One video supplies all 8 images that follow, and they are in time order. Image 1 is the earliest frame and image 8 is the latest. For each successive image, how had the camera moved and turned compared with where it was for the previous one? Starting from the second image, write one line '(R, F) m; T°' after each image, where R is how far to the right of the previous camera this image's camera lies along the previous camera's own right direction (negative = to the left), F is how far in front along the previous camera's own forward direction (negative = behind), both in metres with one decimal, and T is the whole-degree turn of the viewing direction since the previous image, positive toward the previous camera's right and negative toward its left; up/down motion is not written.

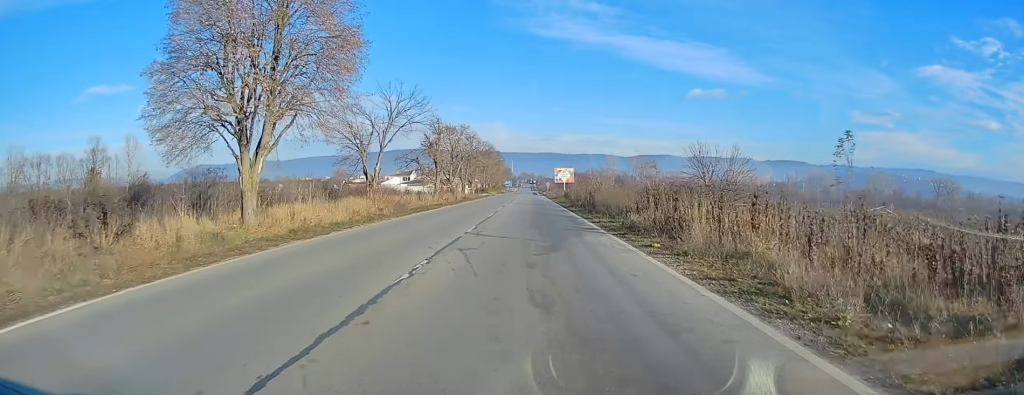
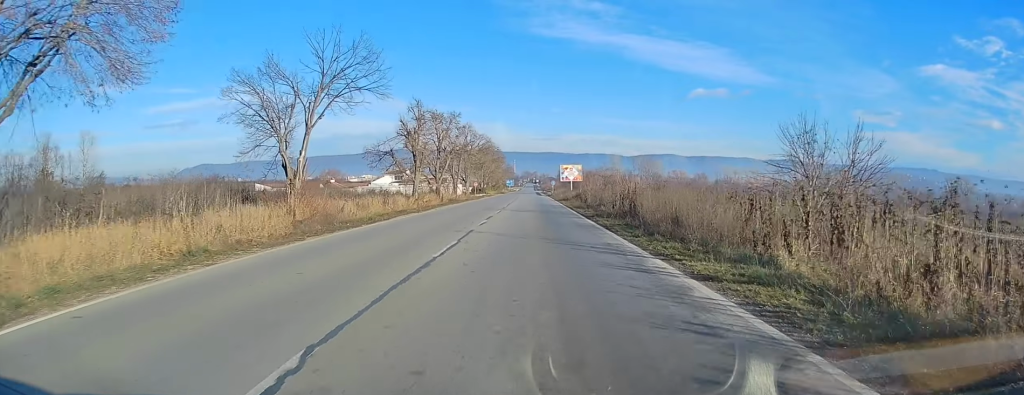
(0.0, +15.3) m; 0°
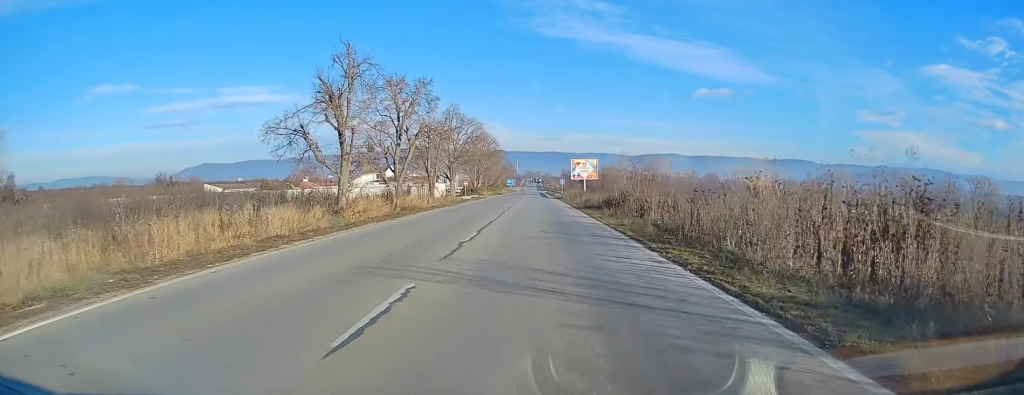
(-0.1, +24.4) m; 0°
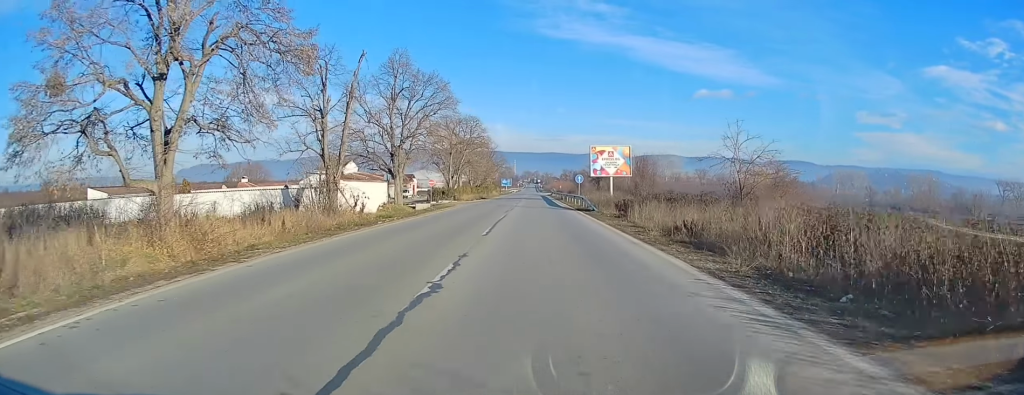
(+0.1, +34.1) m; 0°
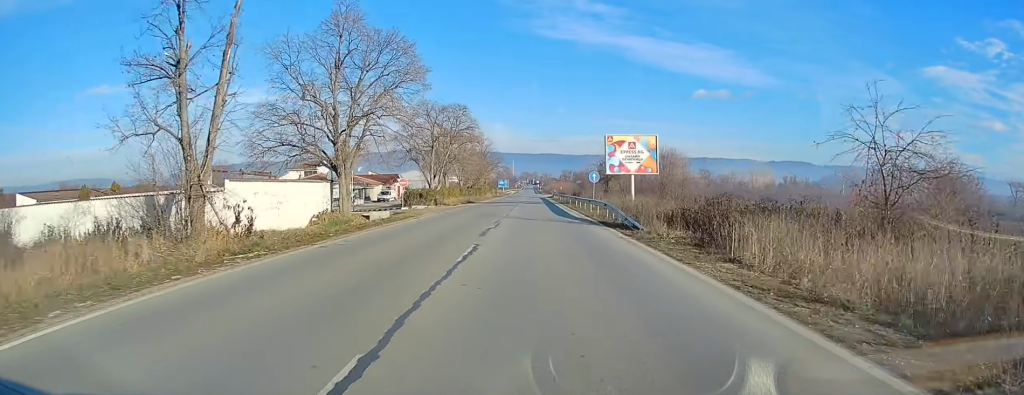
(+0.1, +14.4) m; 0°
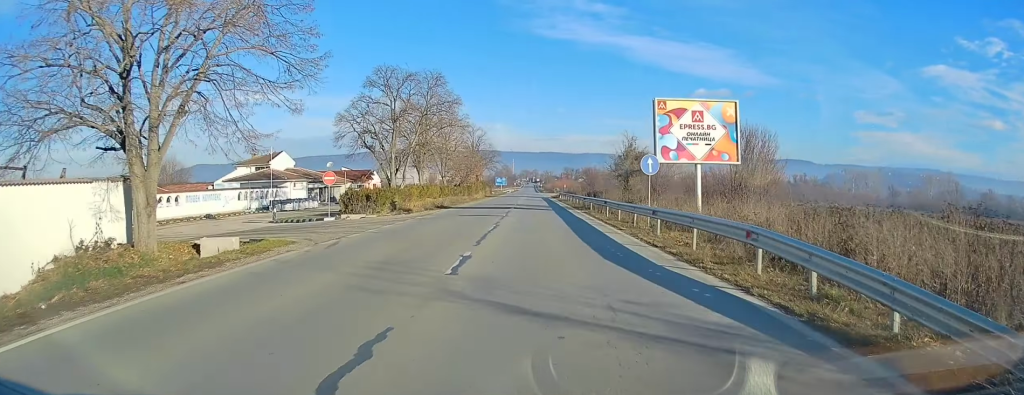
(-0.2, +19.8) m; 0°
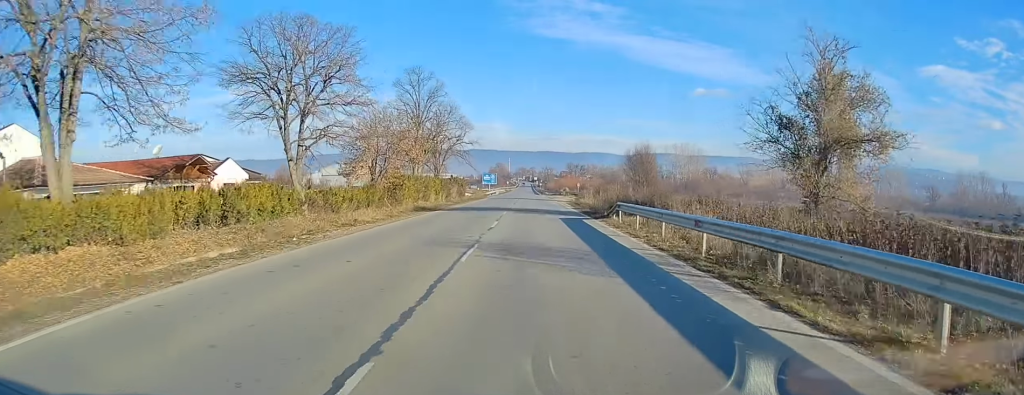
(+0.4, +52.6) m; 0°
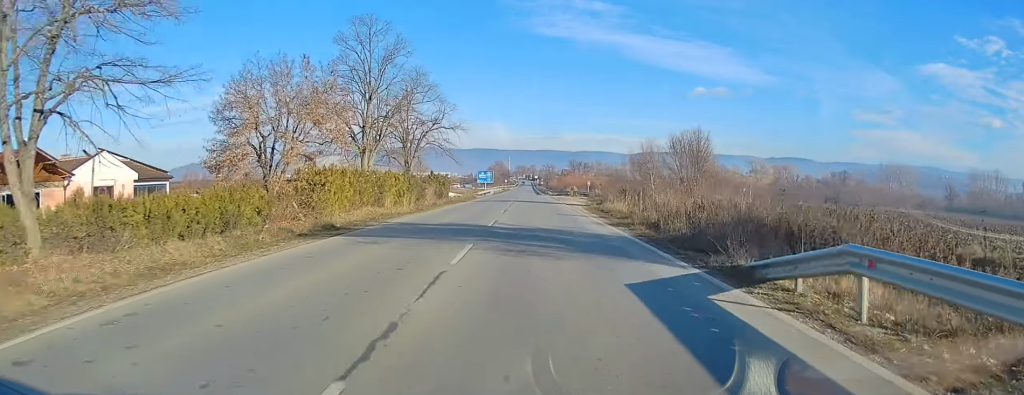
(0.0, +18.7) m; 0°
